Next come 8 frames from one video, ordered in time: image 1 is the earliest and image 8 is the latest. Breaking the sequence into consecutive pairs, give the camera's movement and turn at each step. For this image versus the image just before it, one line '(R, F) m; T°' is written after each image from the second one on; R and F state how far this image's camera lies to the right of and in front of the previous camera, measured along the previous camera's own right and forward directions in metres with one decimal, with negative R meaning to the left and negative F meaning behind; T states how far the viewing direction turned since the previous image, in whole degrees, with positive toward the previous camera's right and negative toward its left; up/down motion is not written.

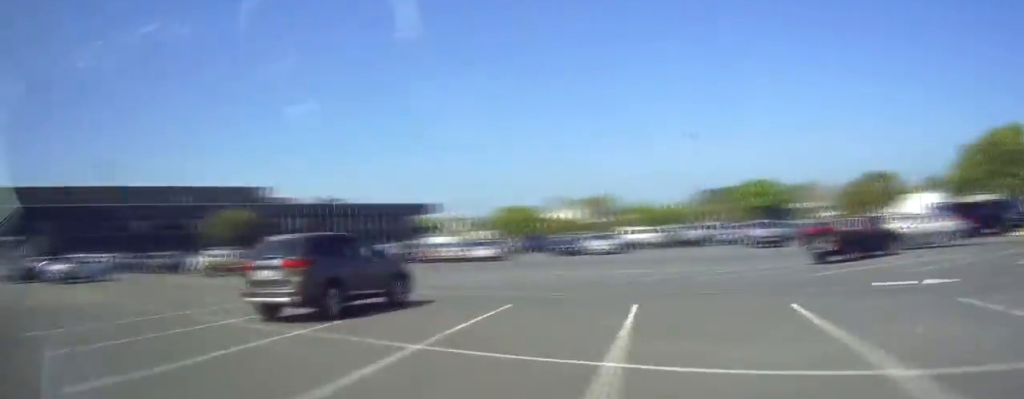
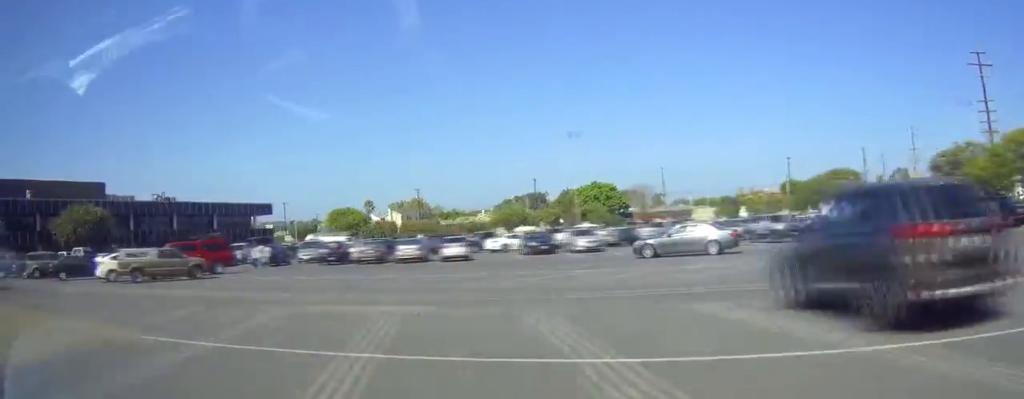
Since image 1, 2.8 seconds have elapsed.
(+2.2, +14.0) m; +13°
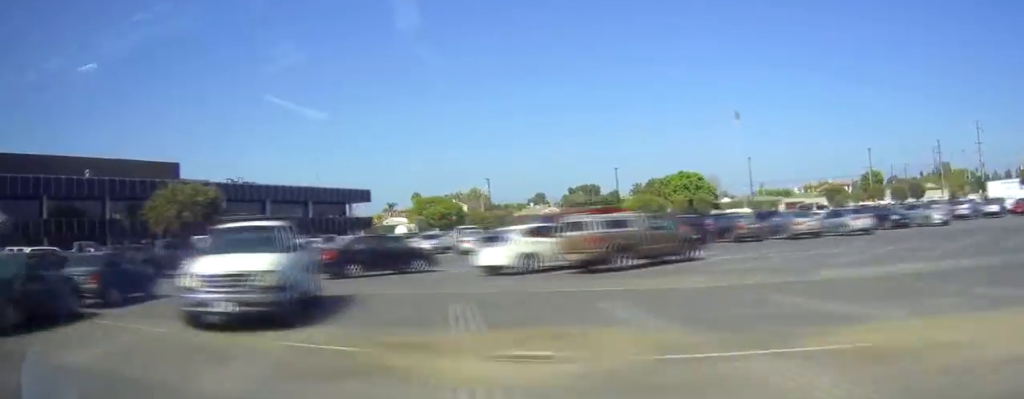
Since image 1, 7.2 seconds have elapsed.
(+4.0, +22.0) m; +13°
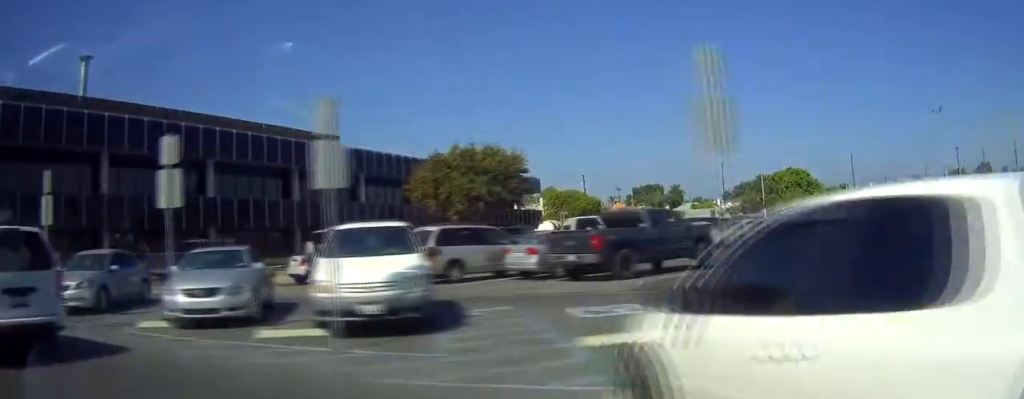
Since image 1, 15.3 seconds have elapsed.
(+3.6, +30.3) m; +13°
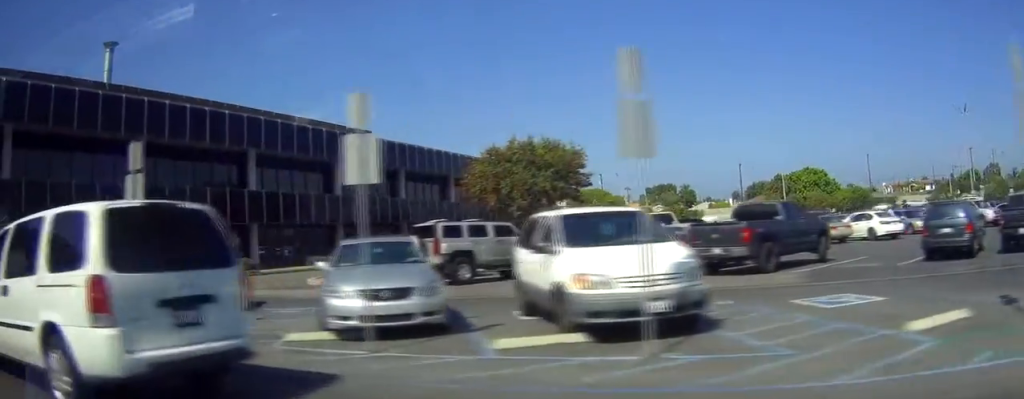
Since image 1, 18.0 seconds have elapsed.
(+0.5, +6.4) m; 0°
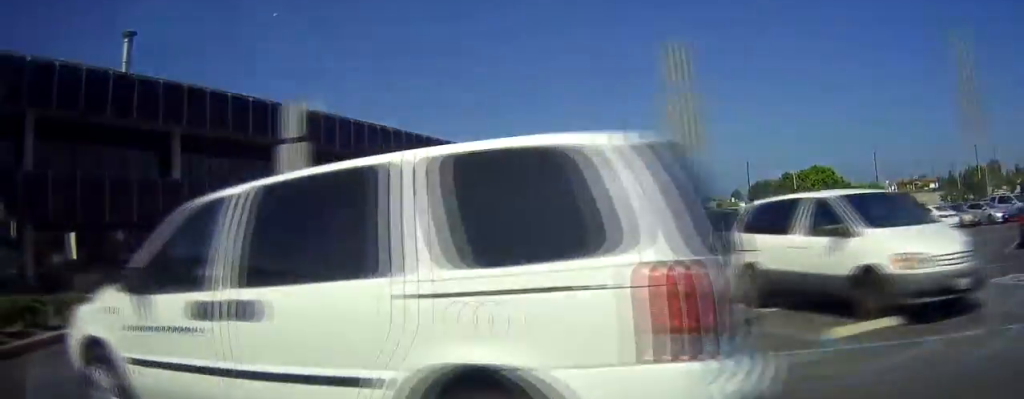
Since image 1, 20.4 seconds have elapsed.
(-0.9, +4.9) m; -3°
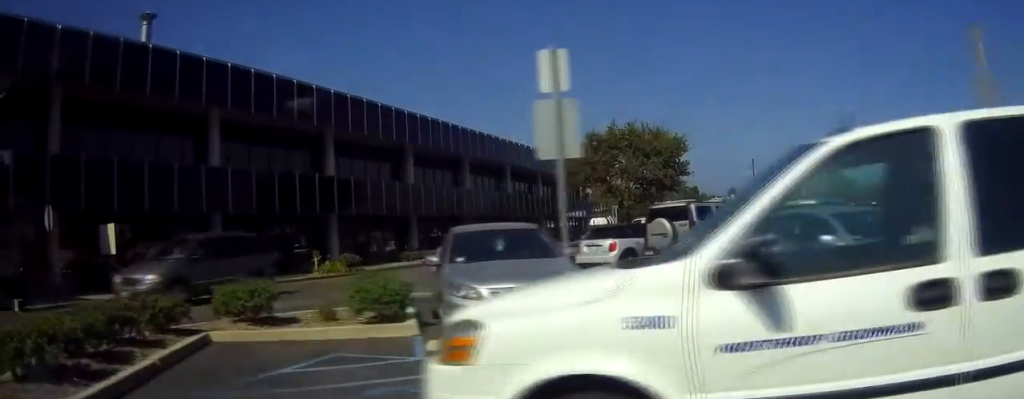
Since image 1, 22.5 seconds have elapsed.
(+0.1, +4.2) m; -2°
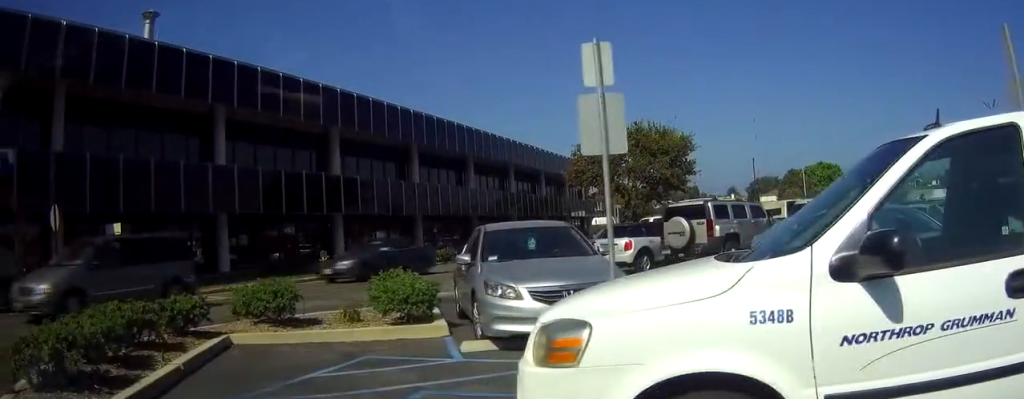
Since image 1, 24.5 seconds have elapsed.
(+0.5, +3.8) m; -1°
